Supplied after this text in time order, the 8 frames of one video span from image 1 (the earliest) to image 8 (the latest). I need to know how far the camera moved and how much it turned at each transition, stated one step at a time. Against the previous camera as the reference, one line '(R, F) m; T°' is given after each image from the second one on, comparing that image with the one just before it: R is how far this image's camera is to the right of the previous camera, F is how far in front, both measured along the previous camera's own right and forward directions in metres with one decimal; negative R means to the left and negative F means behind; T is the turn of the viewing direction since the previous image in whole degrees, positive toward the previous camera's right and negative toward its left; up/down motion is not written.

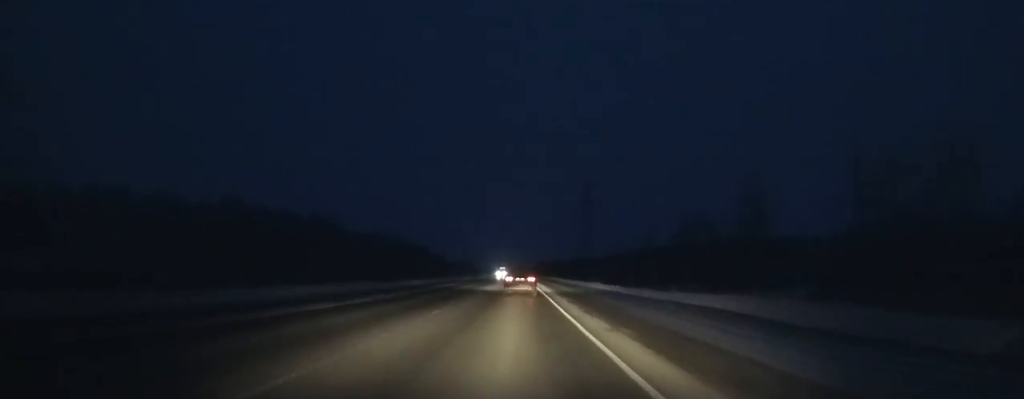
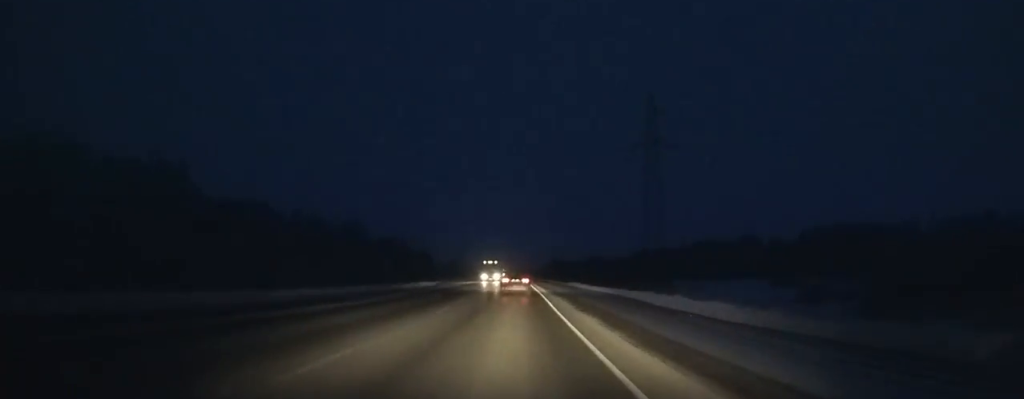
(+0.7, +91.6) m; 0°
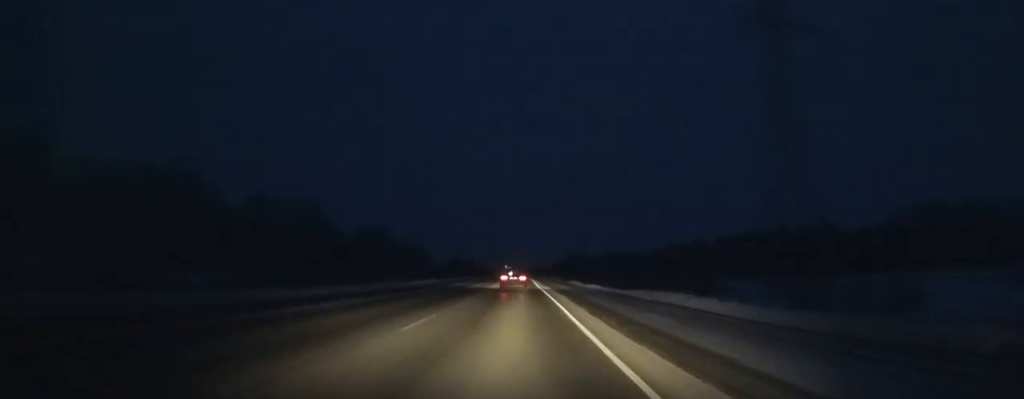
(-0.2, +54.6) m; -1°
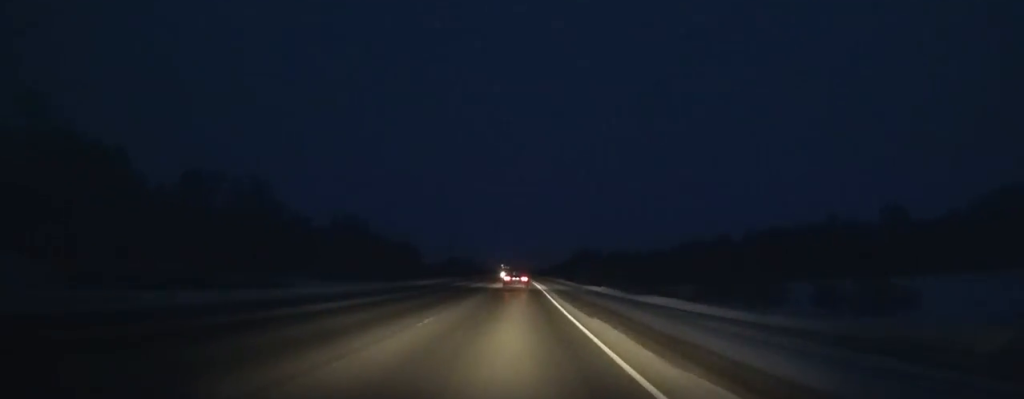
(-0.2, +33.8) m; 0°
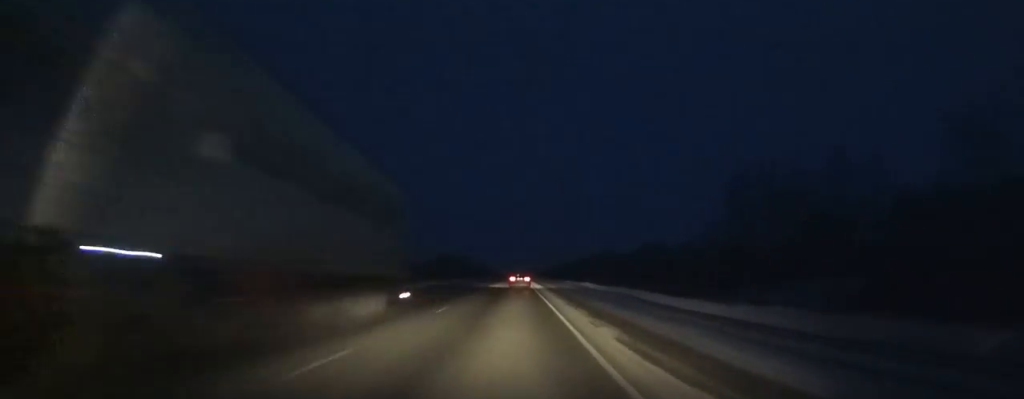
(-0.6, +115.3) m; -1°
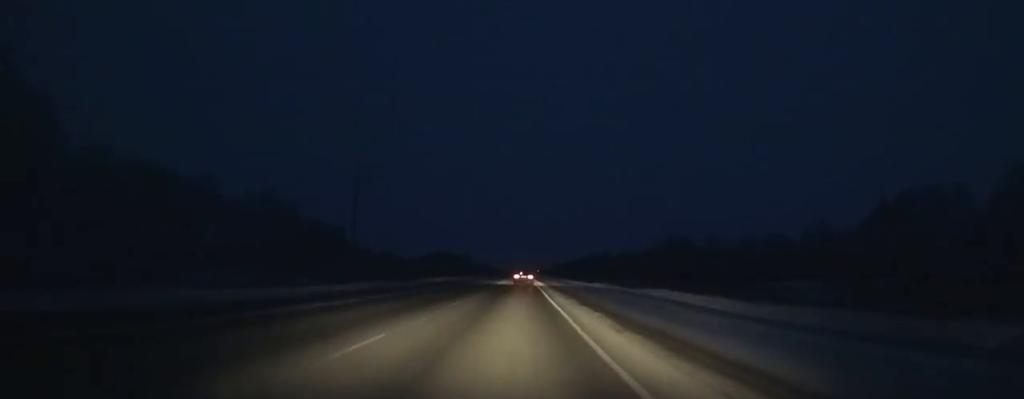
(-0.1, +47.7) m; 0°
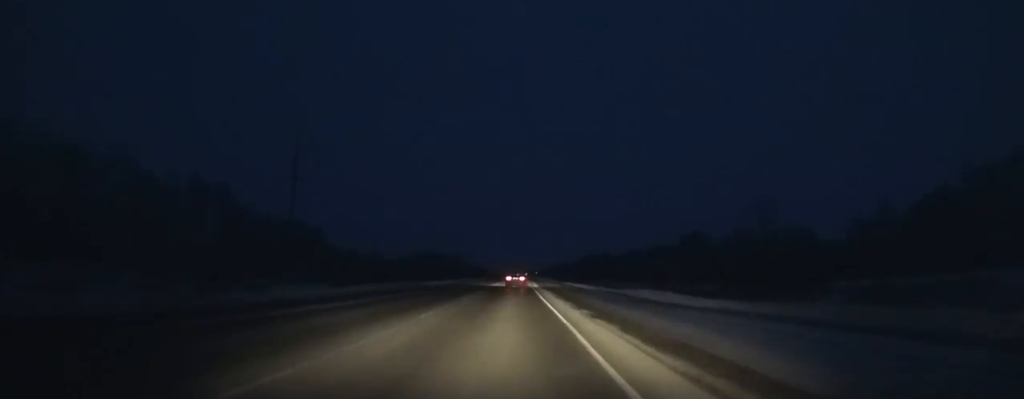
(0.0, +28.2) m; 0°
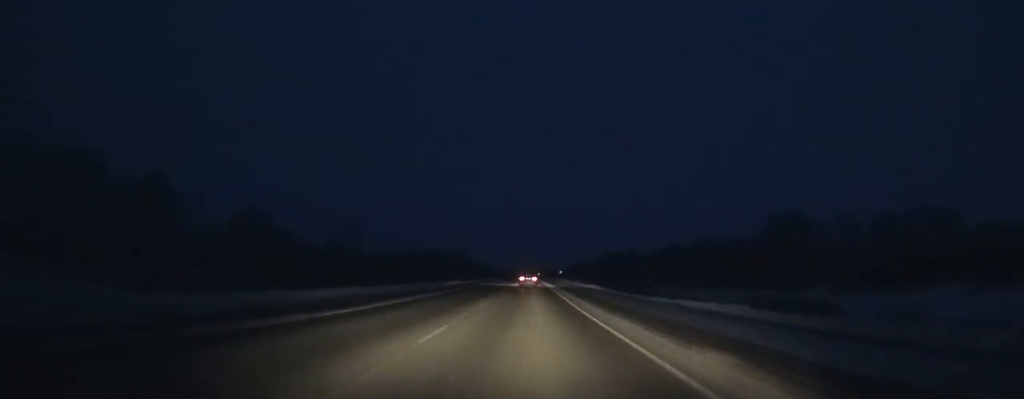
(-0.2, +76.8) m; 0°
